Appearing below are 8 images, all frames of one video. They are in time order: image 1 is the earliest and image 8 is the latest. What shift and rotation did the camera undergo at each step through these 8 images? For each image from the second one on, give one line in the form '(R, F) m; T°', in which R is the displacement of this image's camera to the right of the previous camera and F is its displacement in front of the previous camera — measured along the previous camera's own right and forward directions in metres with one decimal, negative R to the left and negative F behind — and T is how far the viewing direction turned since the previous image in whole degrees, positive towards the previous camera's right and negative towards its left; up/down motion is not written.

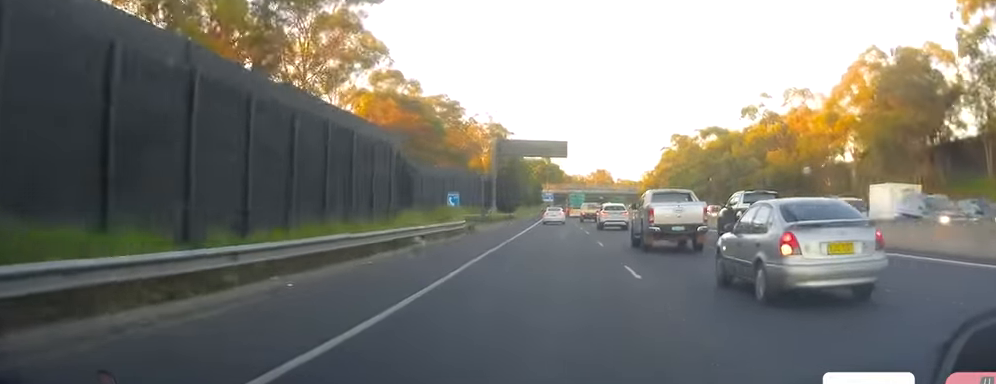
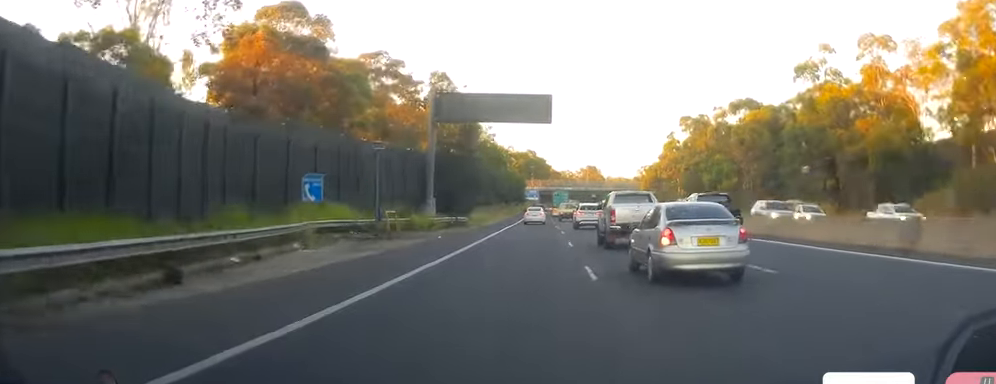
(+0.2, +35.5) m; +1°
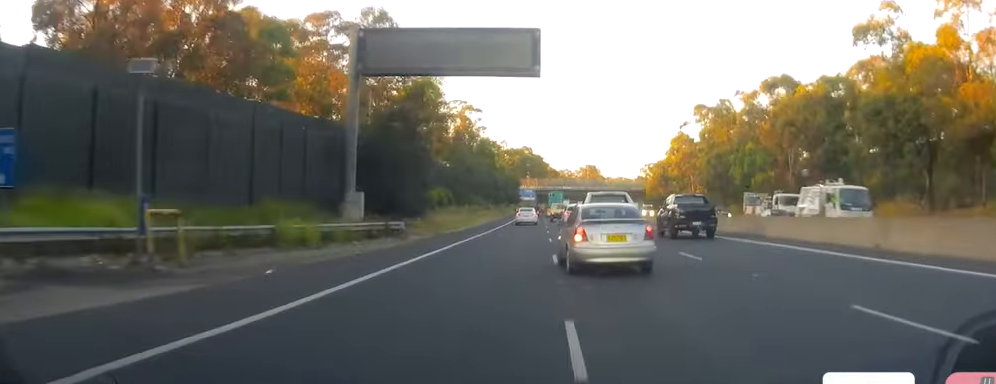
(0.0, +19.6) m; 0°
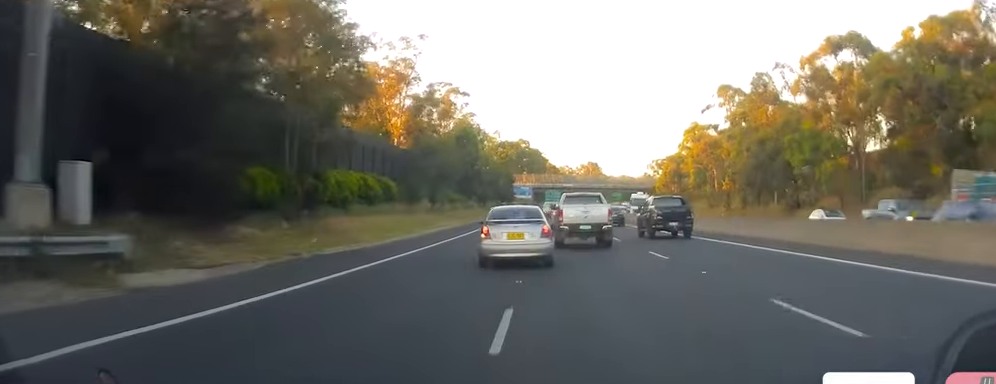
(-0.2, +22.3) m; -1°
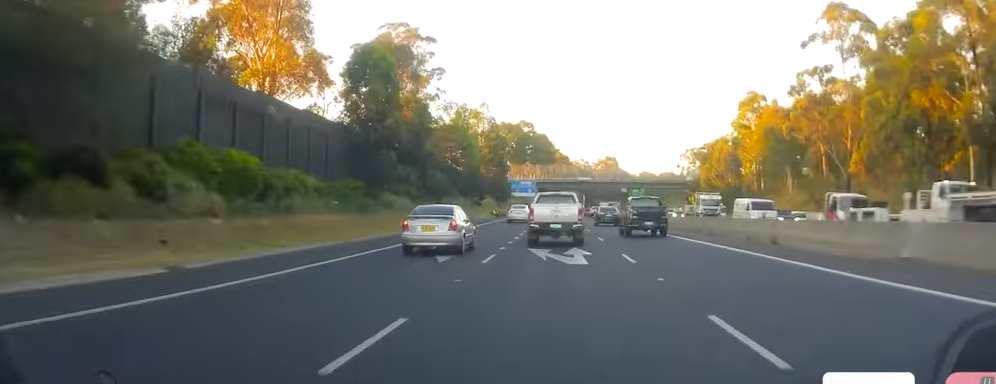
(-0.2, +48.4) m; 0°
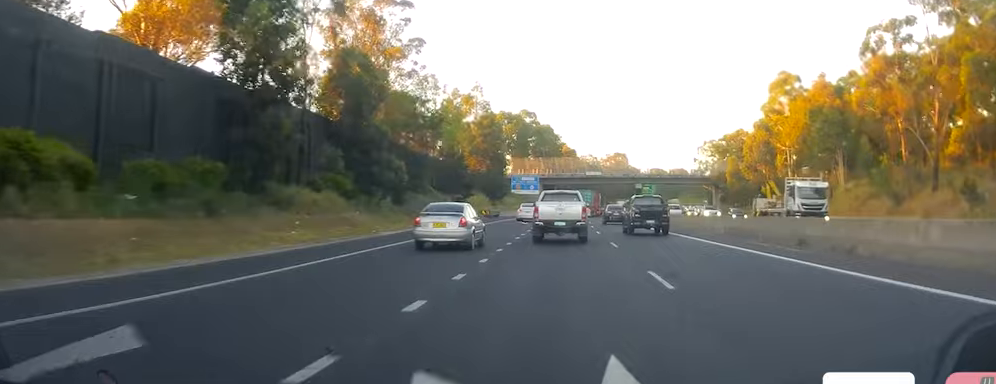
(+0.1, +18.0) m; 0°
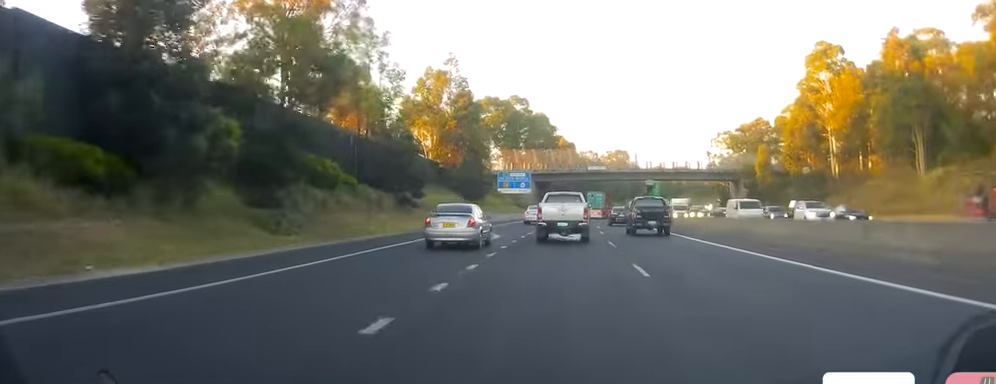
(0.0, +21.5) m; 0°
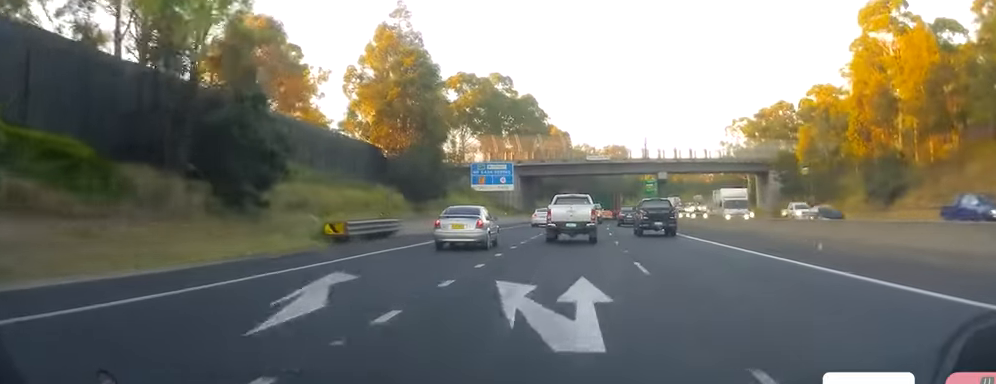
(-0.2, +23.2) m; 0°
